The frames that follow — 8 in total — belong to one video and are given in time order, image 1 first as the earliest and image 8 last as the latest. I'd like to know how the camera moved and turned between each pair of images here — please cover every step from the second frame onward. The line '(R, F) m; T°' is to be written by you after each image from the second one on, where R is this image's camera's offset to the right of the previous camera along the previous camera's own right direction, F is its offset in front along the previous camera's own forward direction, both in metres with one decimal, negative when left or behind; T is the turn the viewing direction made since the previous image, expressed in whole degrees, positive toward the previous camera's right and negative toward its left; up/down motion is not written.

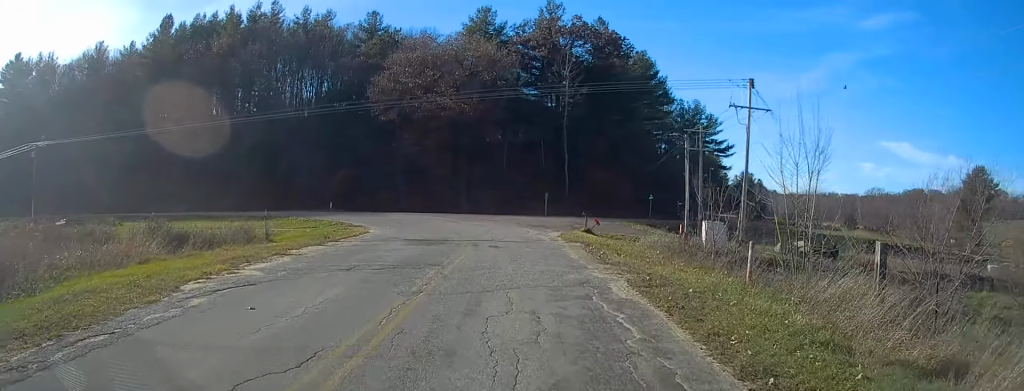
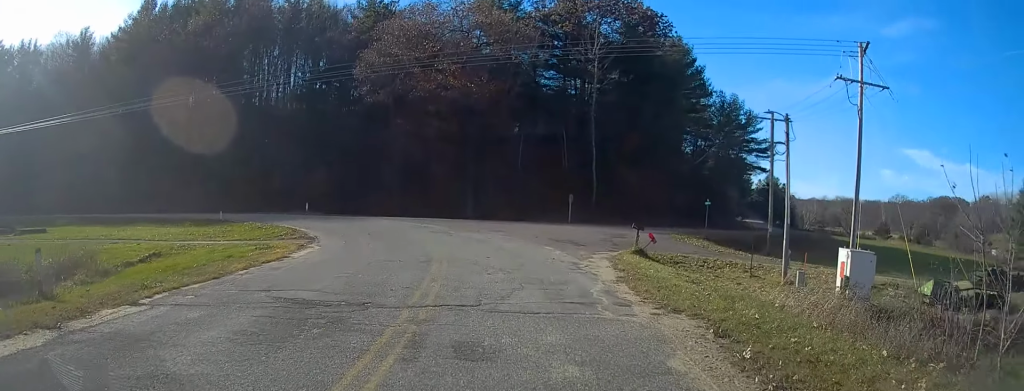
(0.0, +13.4) m; -3°
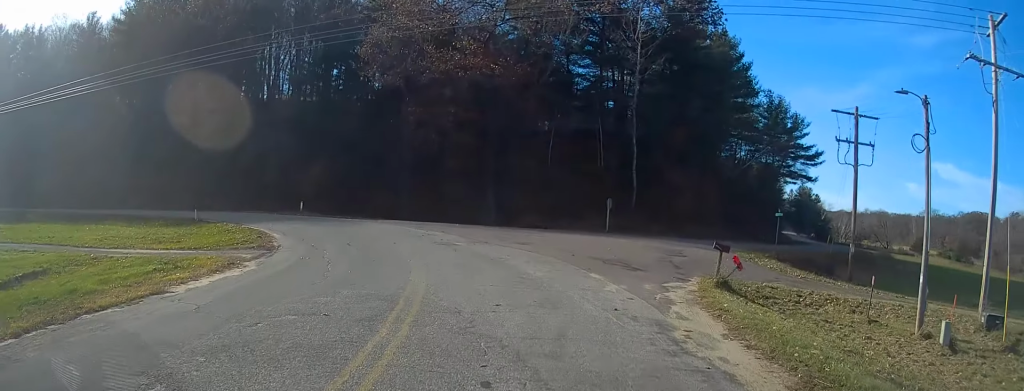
(-0.3, +8.6) m; -5°
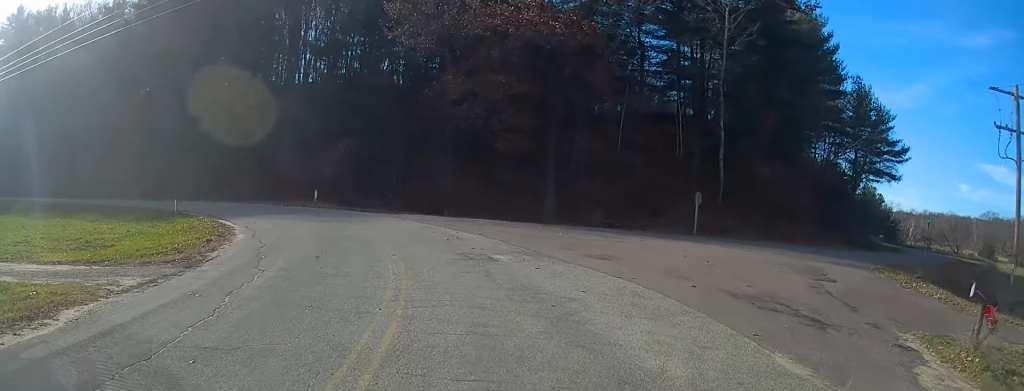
(-0.7, +10.0) m; -7°
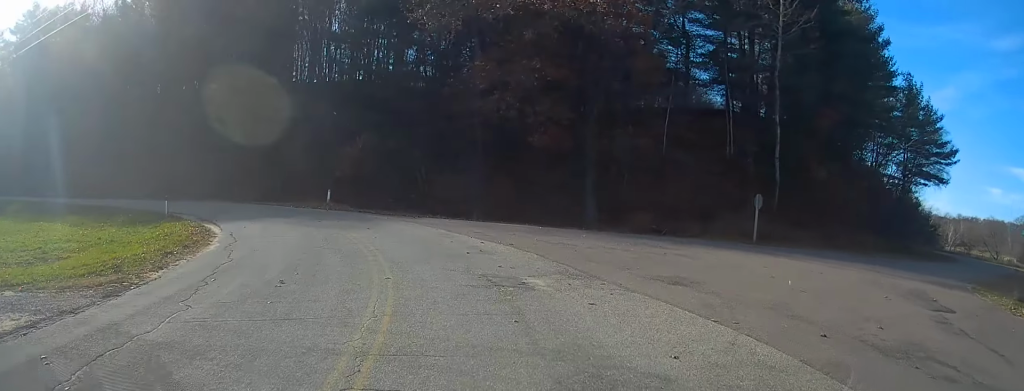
(-0.1, +4.5) m; -2°
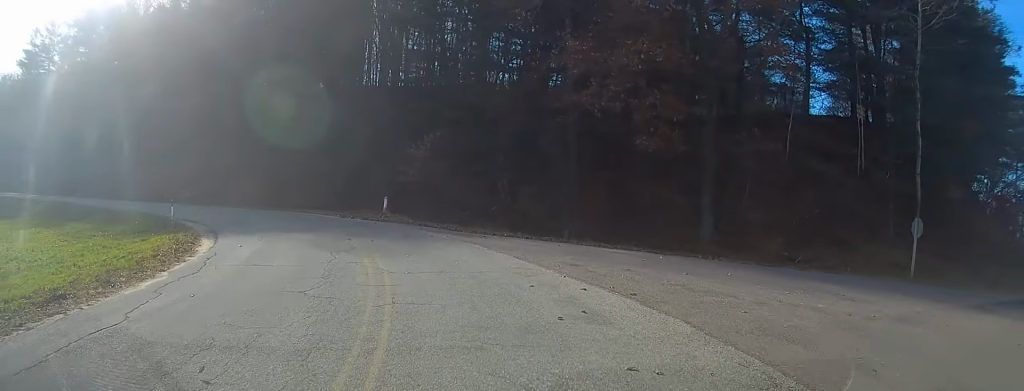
(-0.2, +7.3) m; -6°
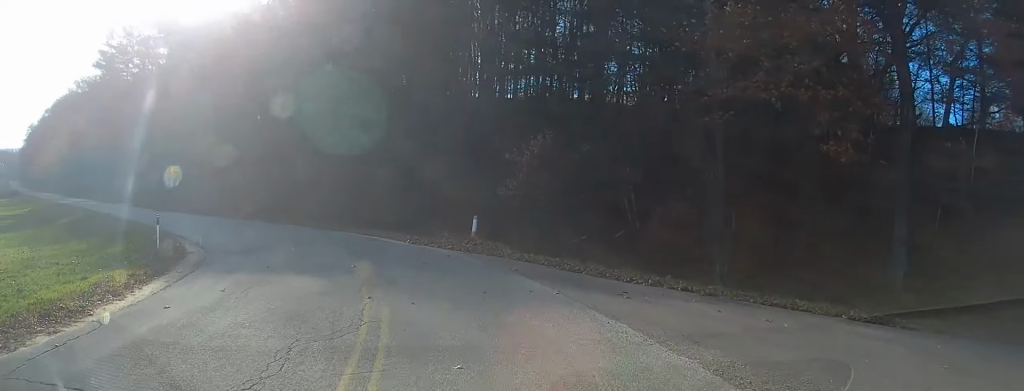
(-0.4, +8.4) m; -10°
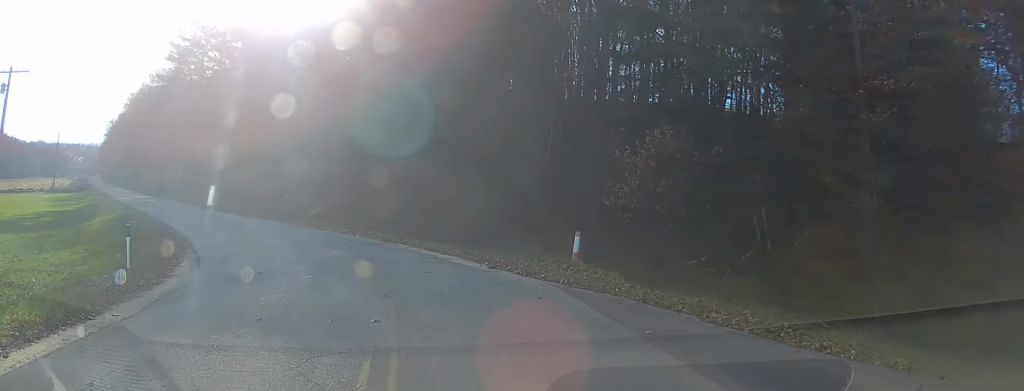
(-0.2, +5.7) m; -9°
